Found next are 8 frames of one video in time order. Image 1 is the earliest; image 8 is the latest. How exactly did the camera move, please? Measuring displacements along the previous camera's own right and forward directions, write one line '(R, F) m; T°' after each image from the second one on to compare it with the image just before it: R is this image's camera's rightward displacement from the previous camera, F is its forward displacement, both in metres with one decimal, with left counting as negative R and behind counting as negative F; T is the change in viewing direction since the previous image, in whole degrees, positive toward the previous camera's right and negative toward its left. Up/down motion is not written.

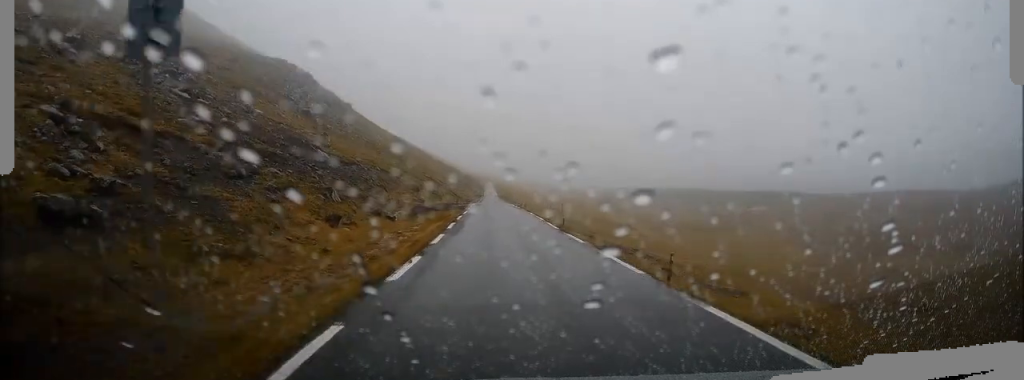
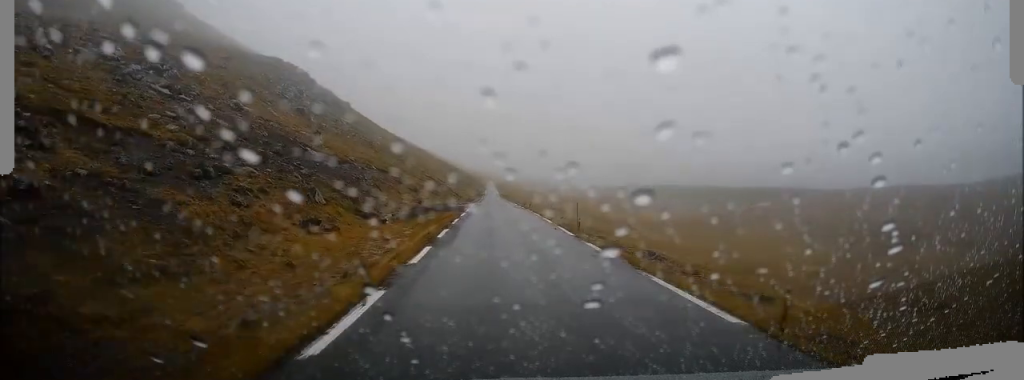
(+0.1, +3.6) m; -1°
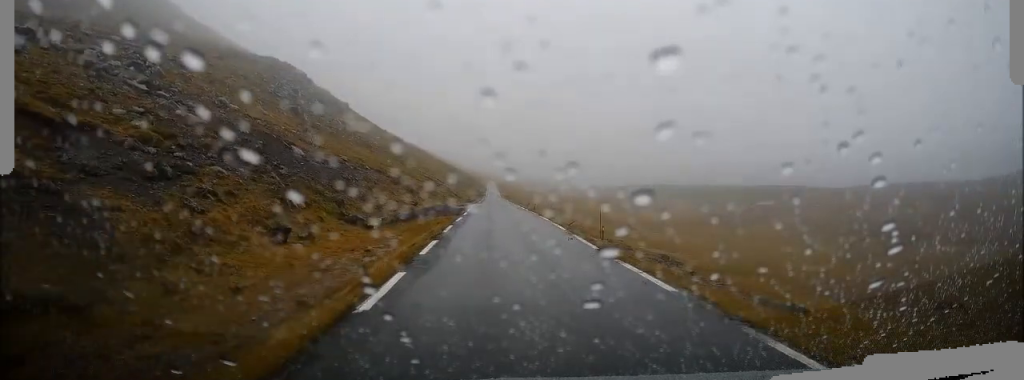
(-0.2, +3.8) m; -1°
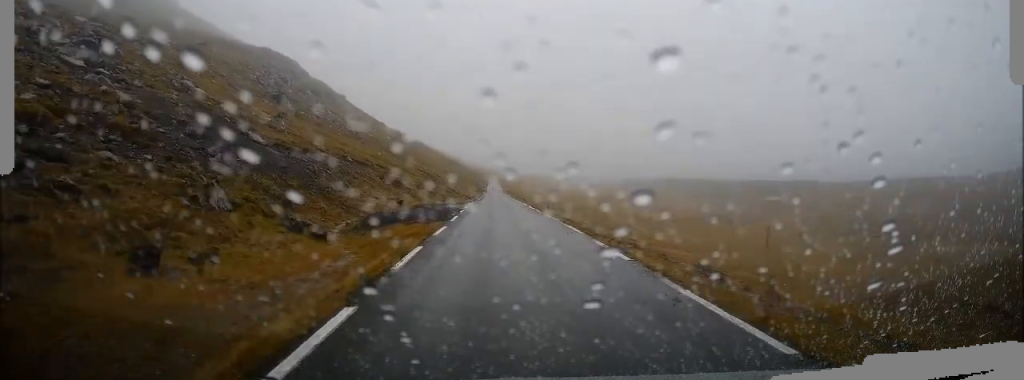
(-0.2, +8.6) m; -2°
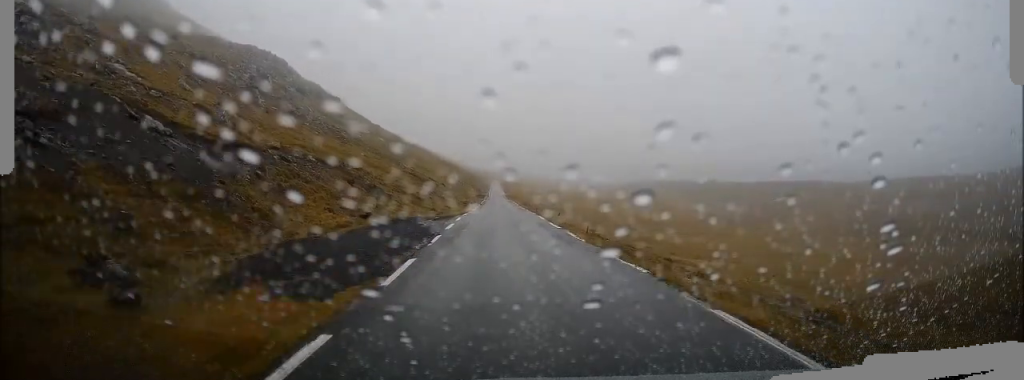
(-0.3, +12.2) m; 0°
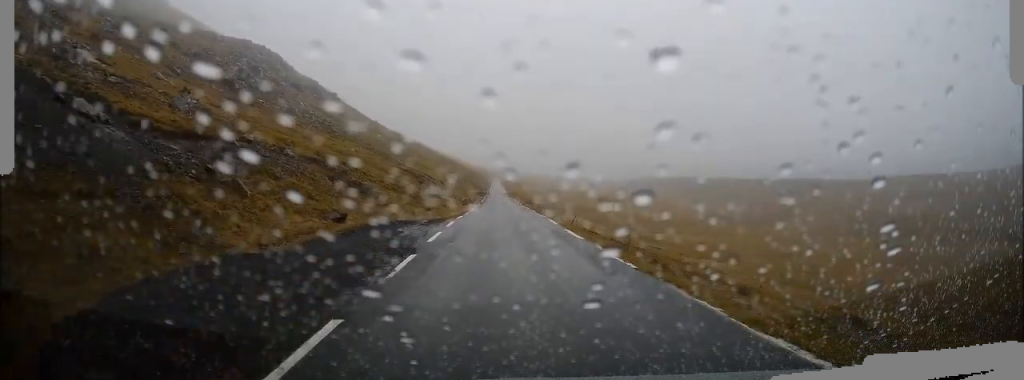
(0.0, +5.2) m; +1°
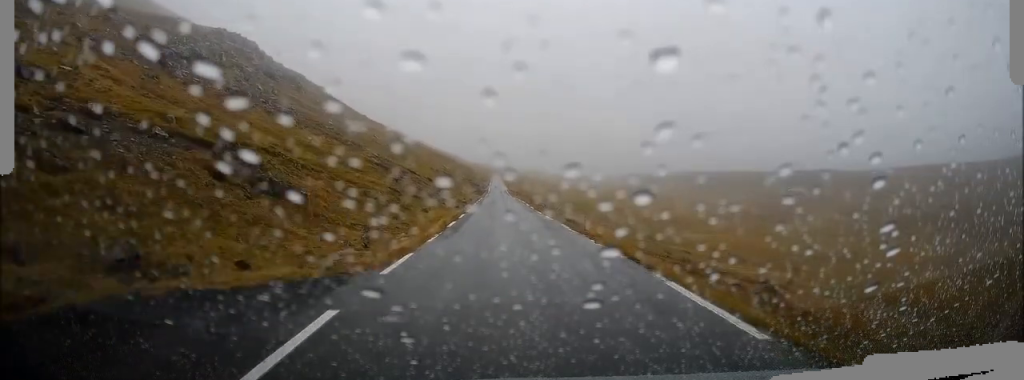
(+0.7, +16.5) m; +1°
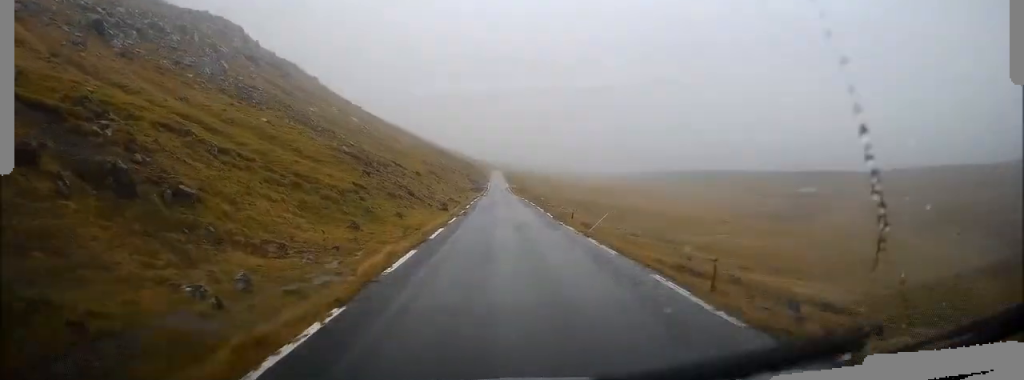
(-0.3, +11.3) m; -1°
